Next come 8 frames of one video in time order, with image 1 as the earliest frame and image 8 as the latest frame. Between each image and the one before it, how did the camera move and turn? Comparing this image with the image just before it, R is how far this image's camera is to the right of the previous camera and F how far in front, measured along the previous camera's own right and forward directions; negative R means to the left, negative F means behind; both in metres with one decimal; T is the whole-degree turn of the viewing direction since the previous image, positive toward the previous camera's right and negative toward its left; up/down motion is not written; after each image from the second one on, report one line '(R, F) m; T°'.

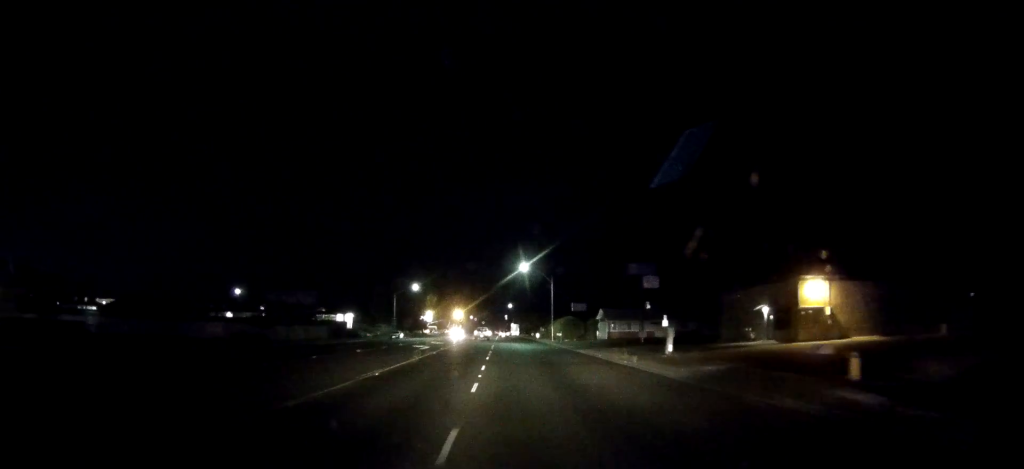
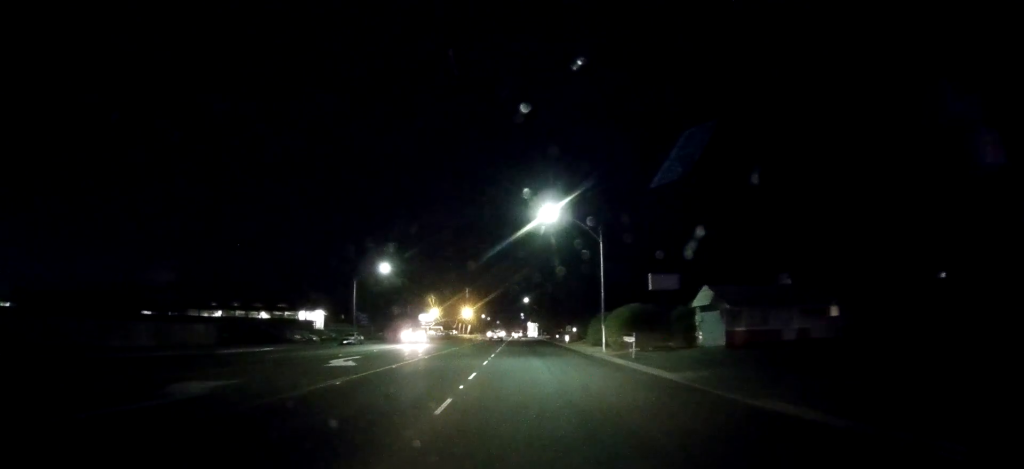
(+0.4, +34.7) m; -2°
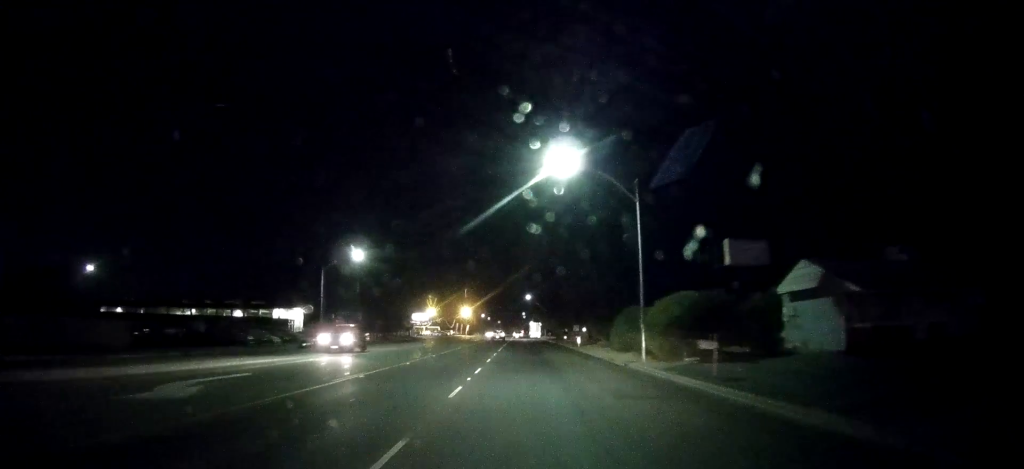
(0.0, +13.4) m; 0°
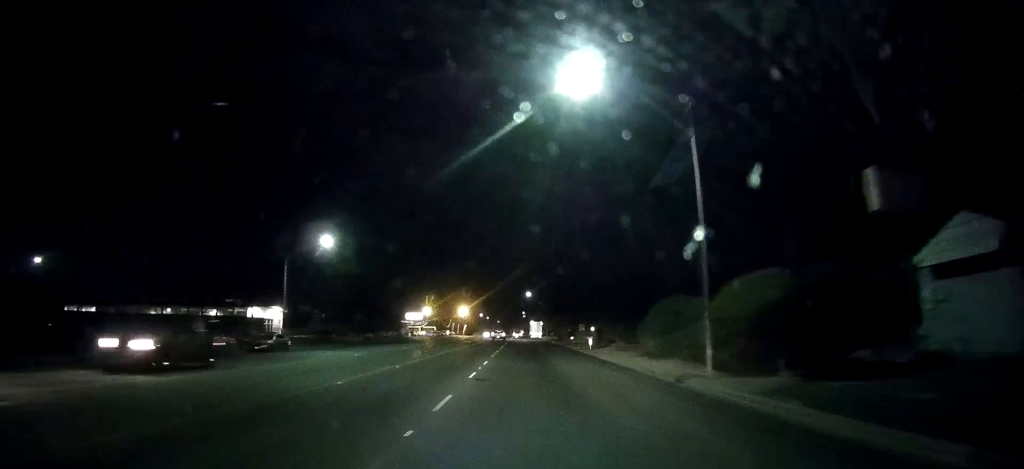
(0.0, +9.2) m; 0°
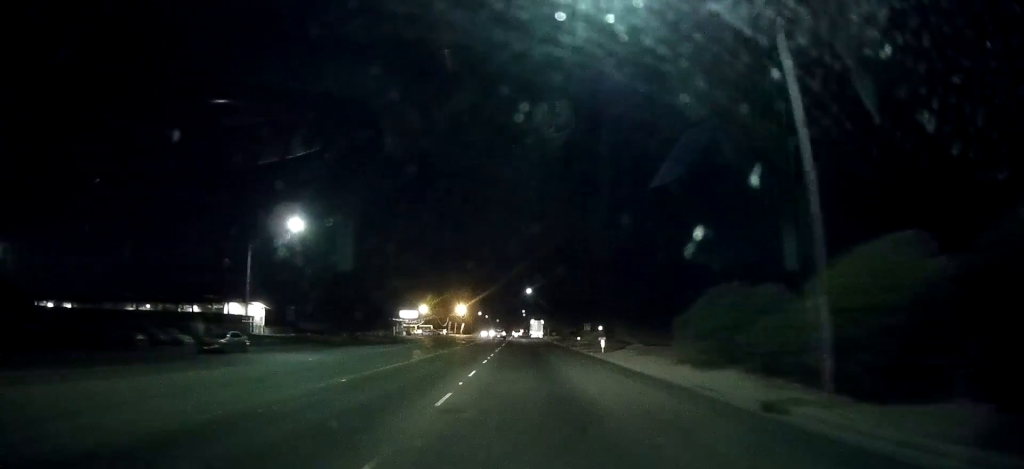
(0.0, +6.6) m; 0°
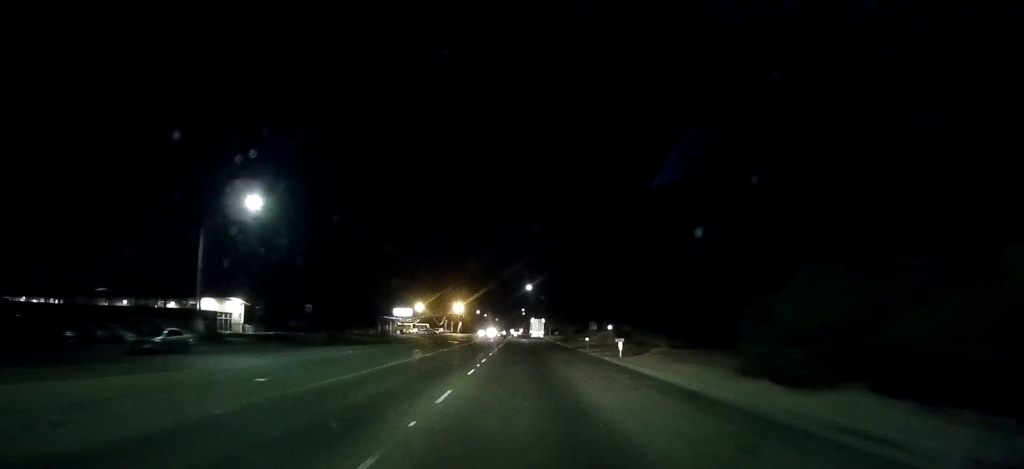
(0.0, +6.6) m; 0°
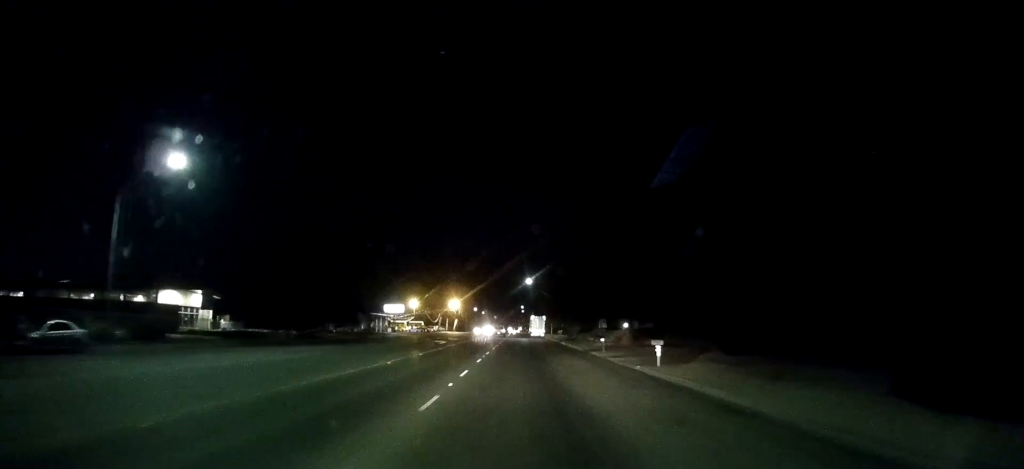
(0.0, +8.4) m; 0°
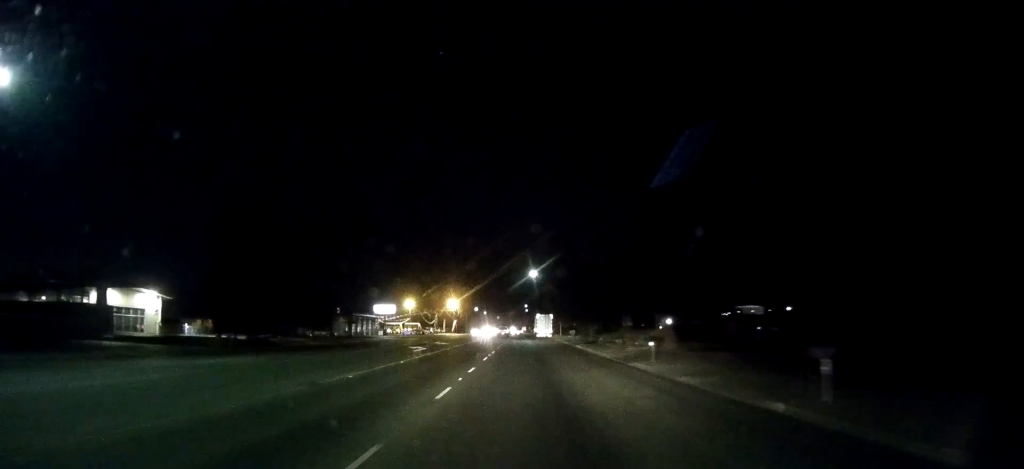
(0.0, +12.3) m; 0°
